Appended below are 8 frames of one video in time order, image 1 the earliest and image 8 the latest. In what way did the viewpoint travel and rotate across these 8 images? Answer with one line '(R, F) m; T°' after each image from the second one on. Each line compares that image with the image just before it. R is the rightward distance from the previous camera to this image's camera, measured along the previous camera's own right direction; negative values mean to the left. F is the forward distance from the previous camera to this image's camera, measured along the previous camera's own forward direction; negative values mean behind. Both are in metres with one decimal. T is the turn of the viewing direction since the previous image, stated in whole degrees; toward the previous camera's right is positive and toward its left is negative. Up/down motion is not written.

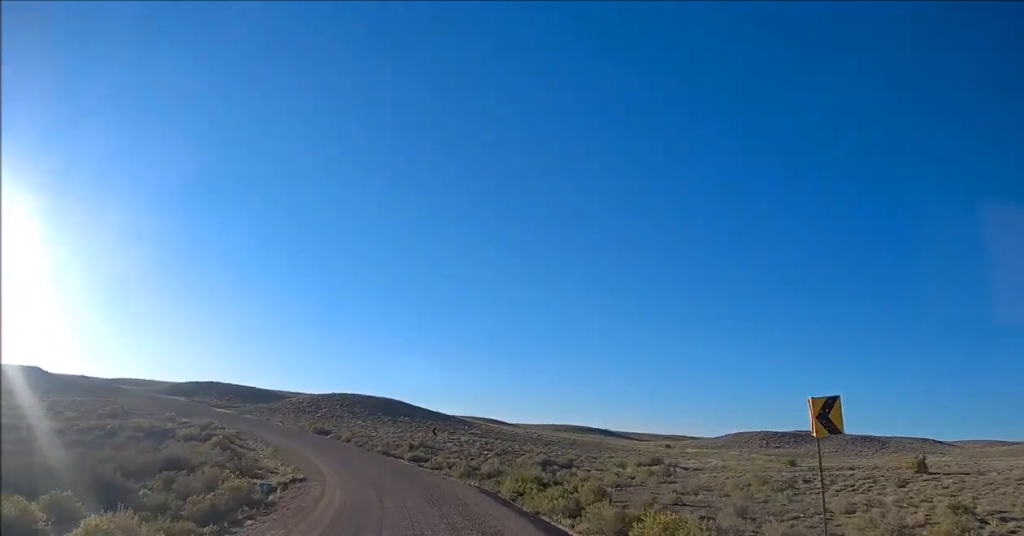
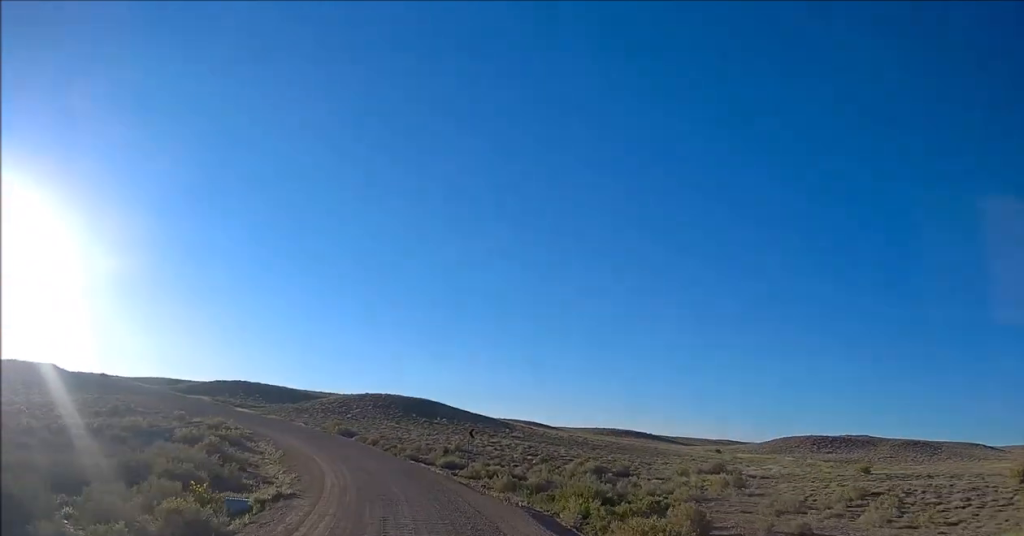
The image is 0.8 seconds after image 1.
(-0.2, +7.9) m; -2°
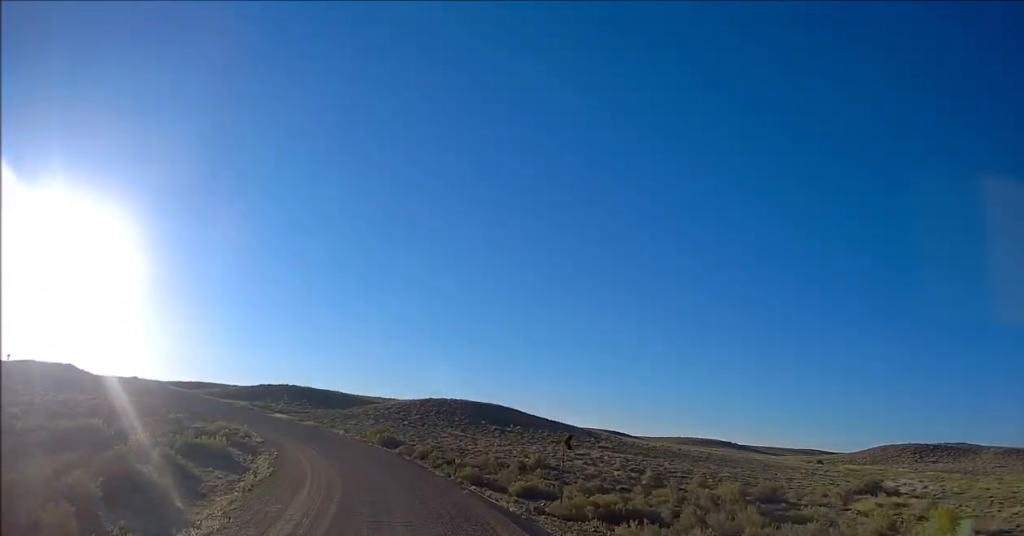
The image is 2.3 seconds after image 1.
(-0.8, +15.9) m; -7°
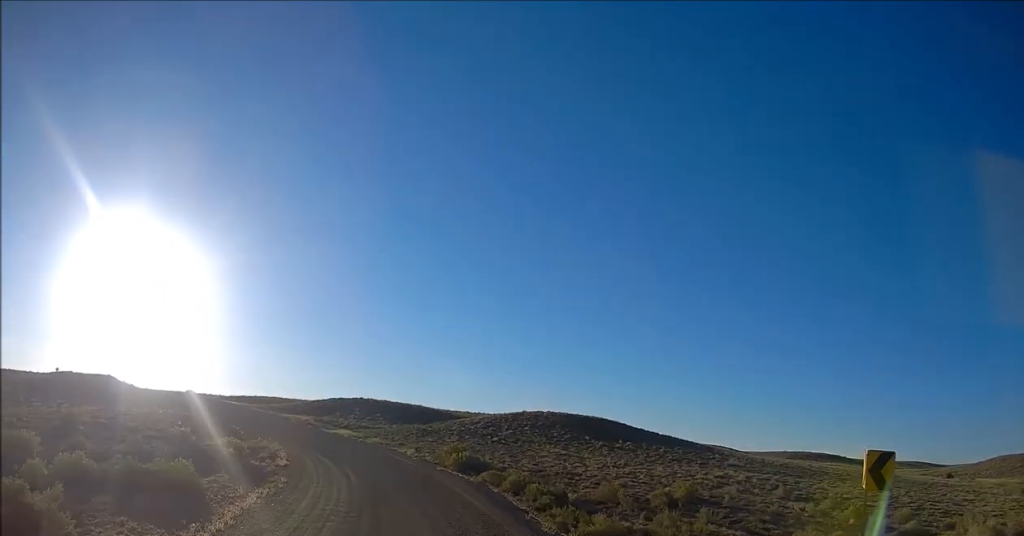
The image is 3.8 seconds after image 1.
(-1.1, +14.6) m; -8°
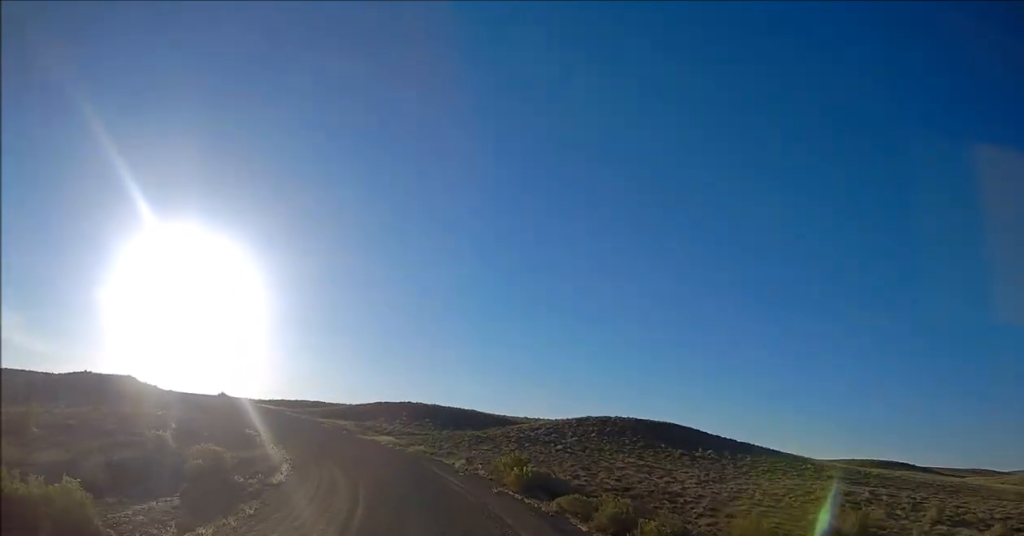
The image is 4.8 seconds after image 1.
(-0.4, +10.5) m; -4°
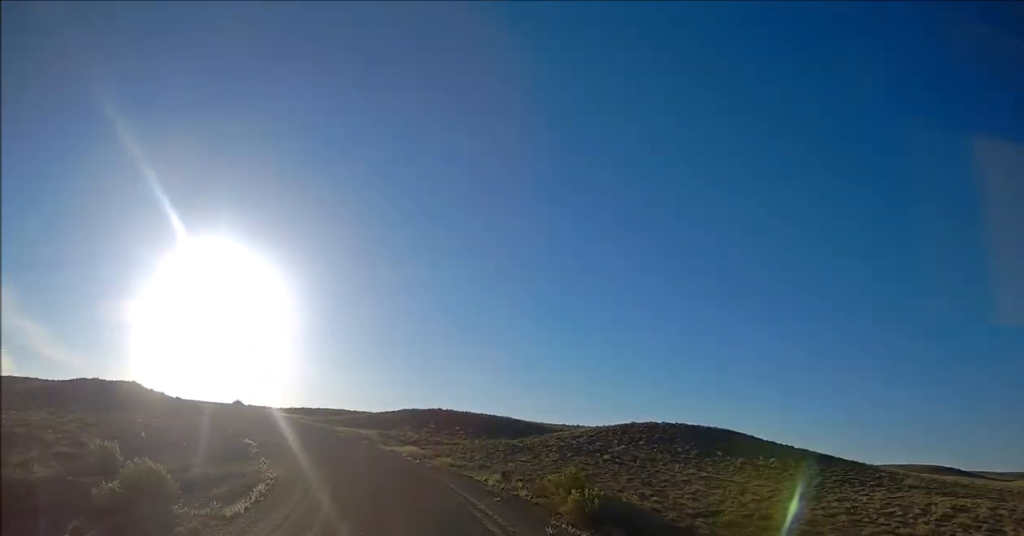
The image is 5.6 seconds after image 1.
(-0.1, +8.4) m; -3°
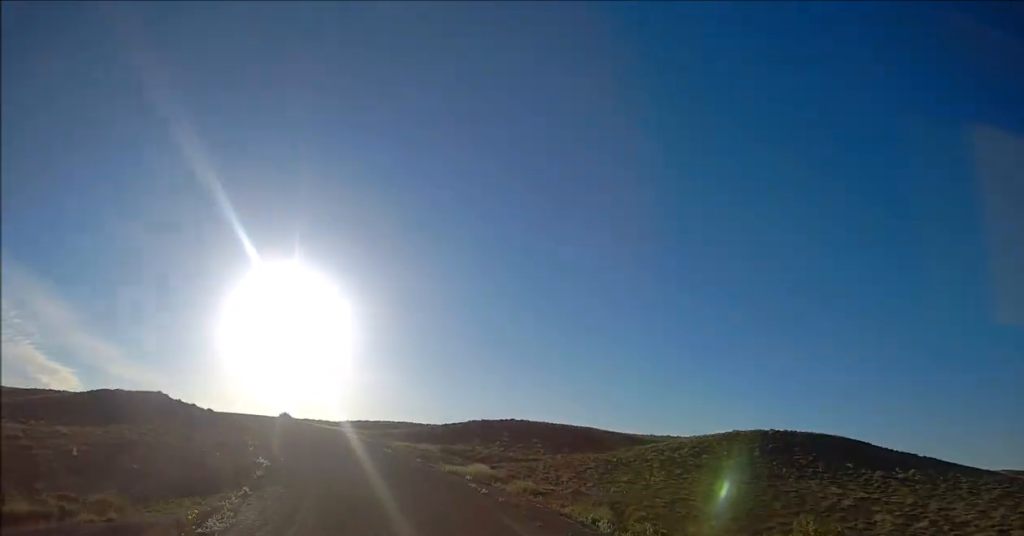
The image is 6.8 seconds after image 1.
(-0.7, +12.0) m; -6°
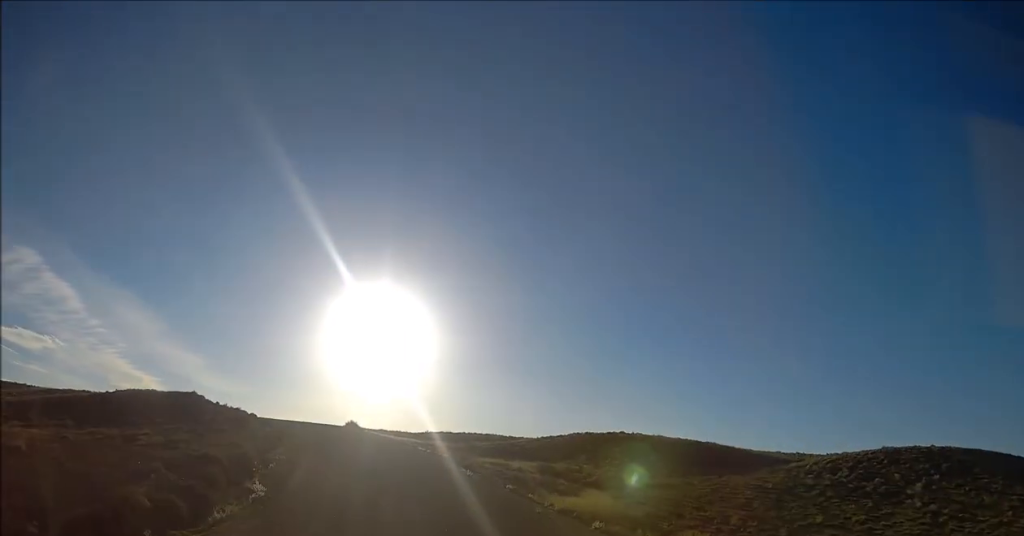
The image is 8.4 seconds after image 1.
(-1.0, +14.1) m; -7°
